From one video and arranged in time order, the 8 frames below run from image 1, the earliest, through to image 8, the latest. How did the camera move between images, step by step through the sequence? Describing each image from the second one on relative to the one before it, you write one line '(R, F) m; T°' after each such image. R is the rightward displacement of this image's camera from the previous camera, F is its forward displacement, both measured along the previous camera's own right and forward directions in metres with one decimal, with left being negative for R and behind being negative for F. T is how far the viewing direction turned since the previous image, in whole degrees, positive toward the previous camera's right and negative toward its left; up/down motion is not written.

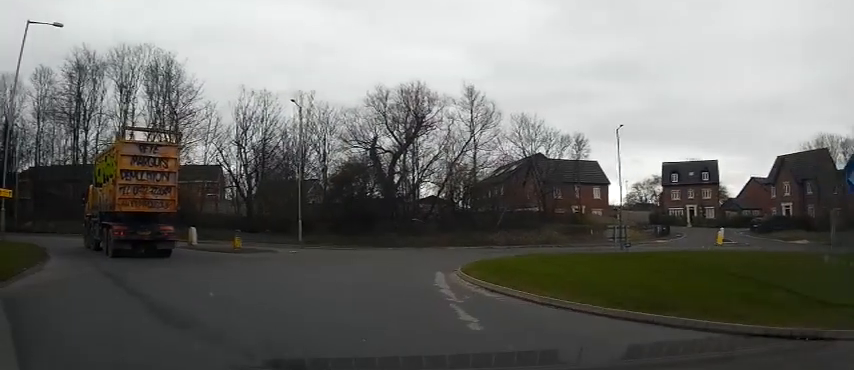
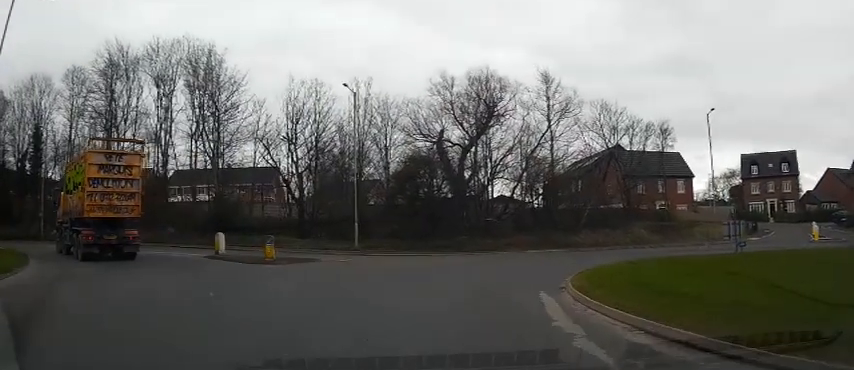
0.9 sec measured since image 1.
(-0.4, +5.1) m; -6°
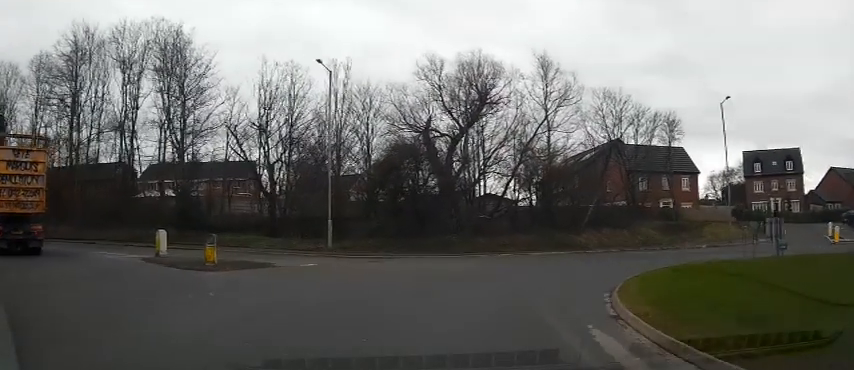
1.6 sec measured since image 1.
(-0.1, +4.1) m; 0°
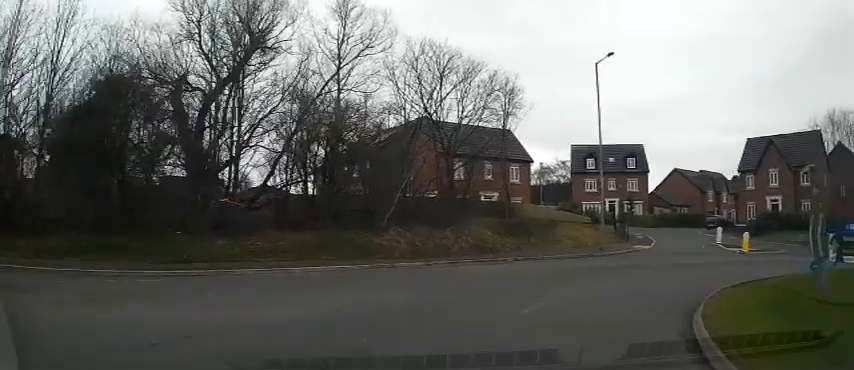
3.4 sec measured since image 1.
(+1.4, +12.2) m; +20°
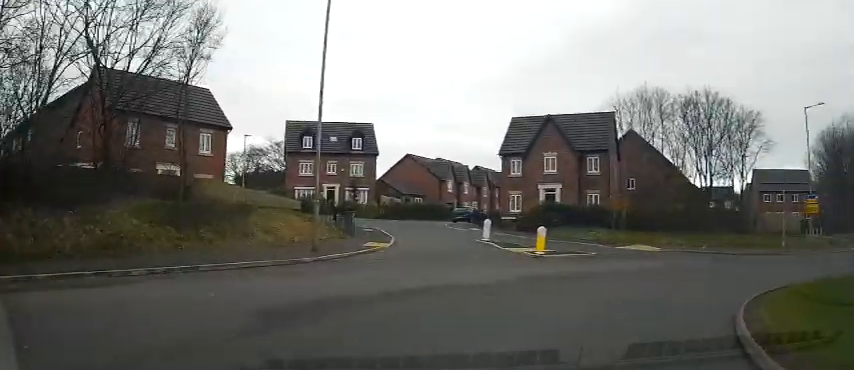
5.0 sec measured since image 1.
(+2.9, +9.9) m; +33°
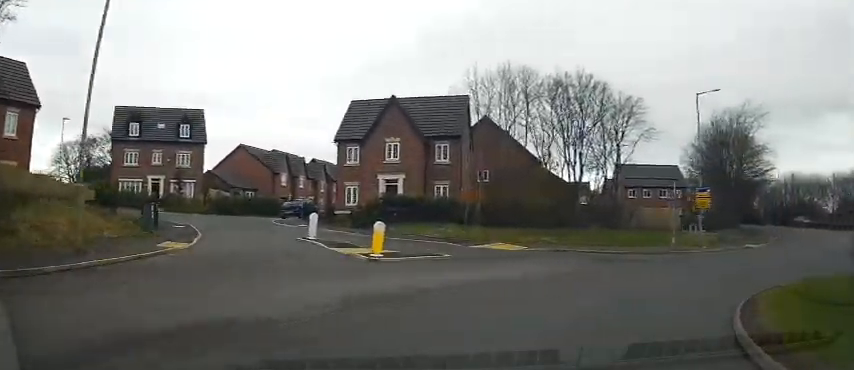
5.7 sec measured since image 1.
(+0.6, +4.8) m; +17°
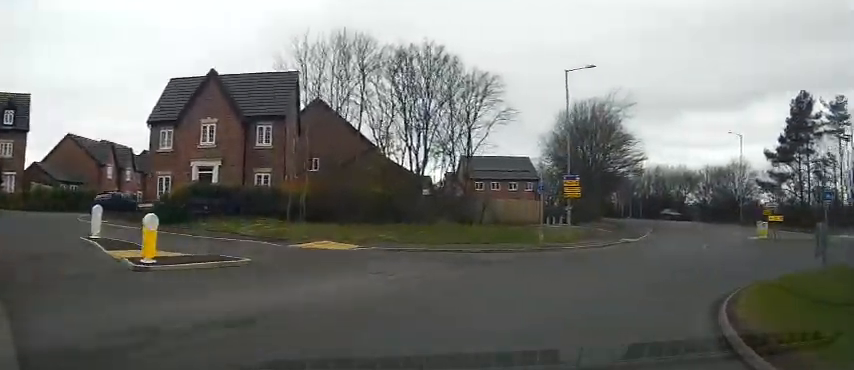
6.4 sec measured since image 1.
(+0.6, +4.4) m; +17°
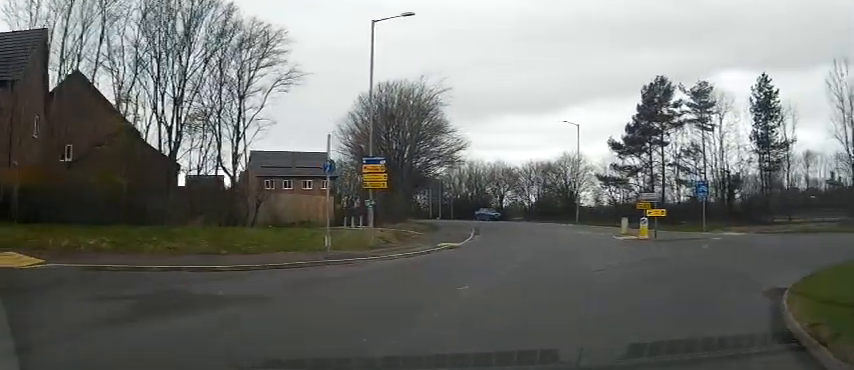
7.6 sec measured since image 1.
(+1.6, +7.5) m; +26°
